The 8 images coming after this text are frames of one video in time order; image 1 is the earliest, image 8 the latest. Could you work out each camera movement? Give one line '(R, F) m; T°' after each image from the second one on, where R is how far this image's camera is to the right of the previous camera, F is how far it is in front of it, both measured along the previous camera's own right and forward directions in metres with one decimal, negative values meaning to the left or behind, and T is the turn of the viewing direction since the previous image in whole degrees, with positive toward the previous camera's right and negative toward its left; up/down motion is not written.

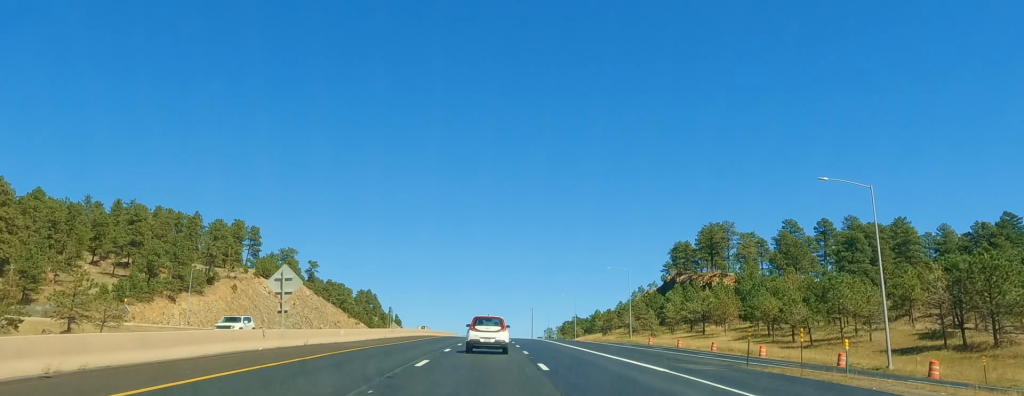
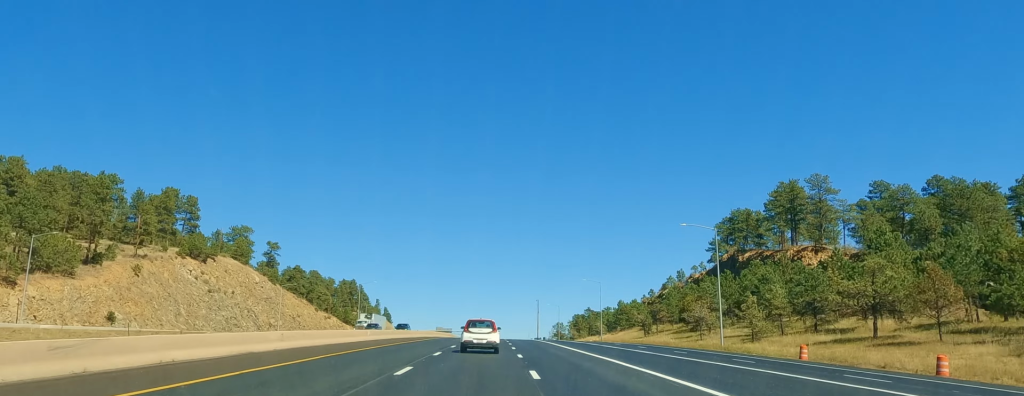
(-0.4, +51.2) m; -1°
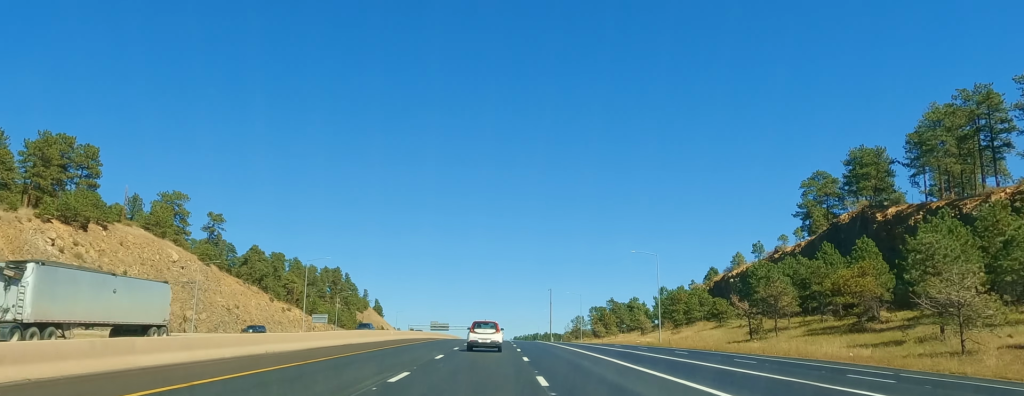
(0.0, +51.6) m; 0°
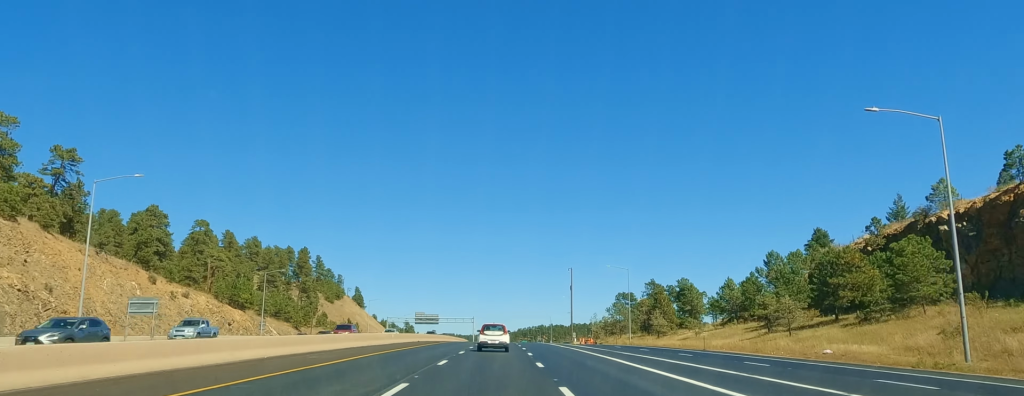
(-0.1, +65.3) m; +1°
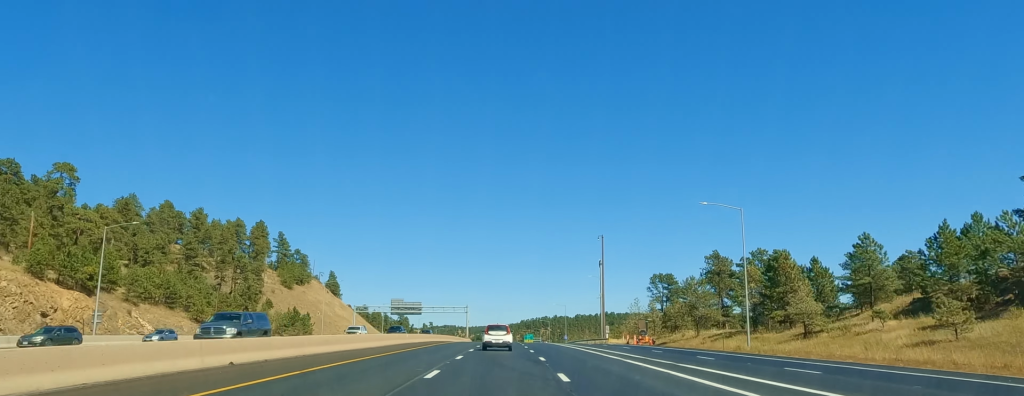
(+1.6, +55.9) m; +1°
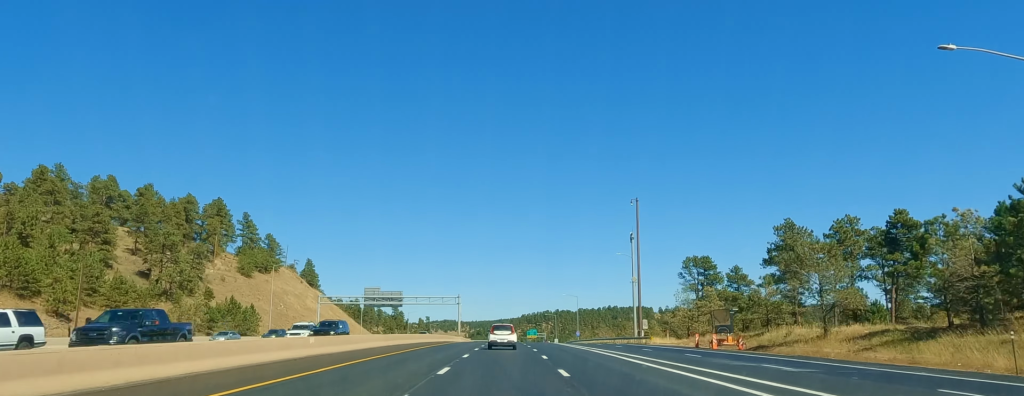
(-0.6, +35.2) m; -1°
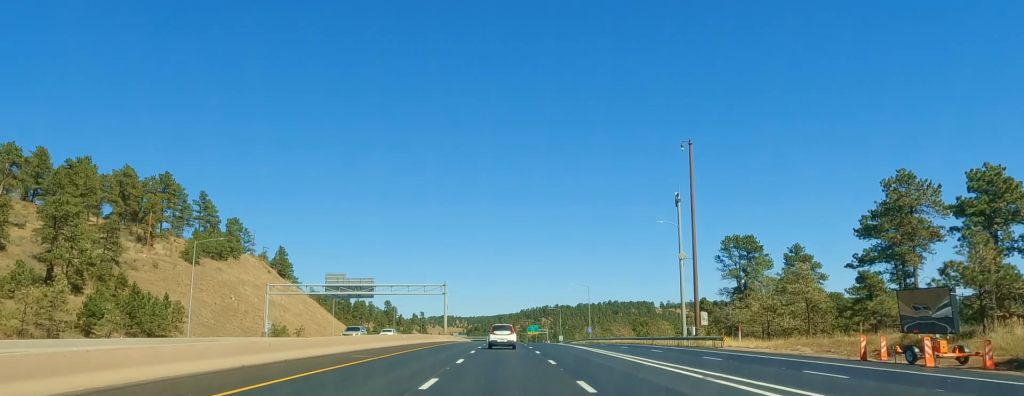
(0.0, +29.7) m; -1°
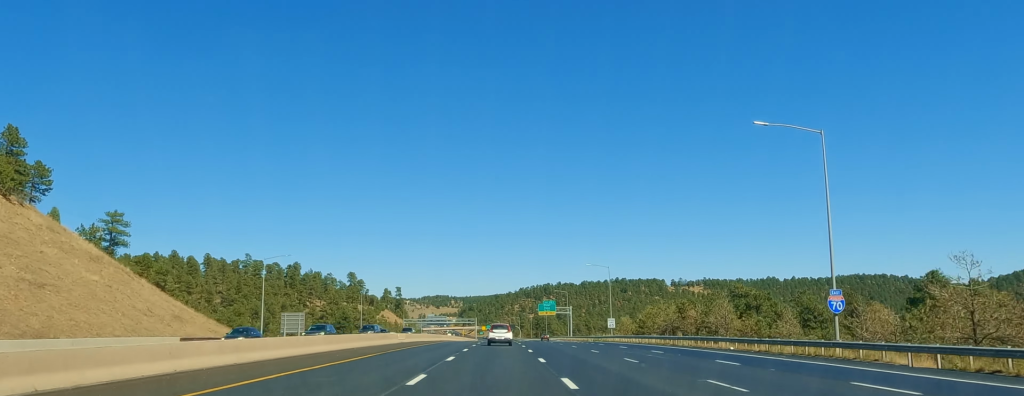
(+0.7, +122.0) m; +1°
